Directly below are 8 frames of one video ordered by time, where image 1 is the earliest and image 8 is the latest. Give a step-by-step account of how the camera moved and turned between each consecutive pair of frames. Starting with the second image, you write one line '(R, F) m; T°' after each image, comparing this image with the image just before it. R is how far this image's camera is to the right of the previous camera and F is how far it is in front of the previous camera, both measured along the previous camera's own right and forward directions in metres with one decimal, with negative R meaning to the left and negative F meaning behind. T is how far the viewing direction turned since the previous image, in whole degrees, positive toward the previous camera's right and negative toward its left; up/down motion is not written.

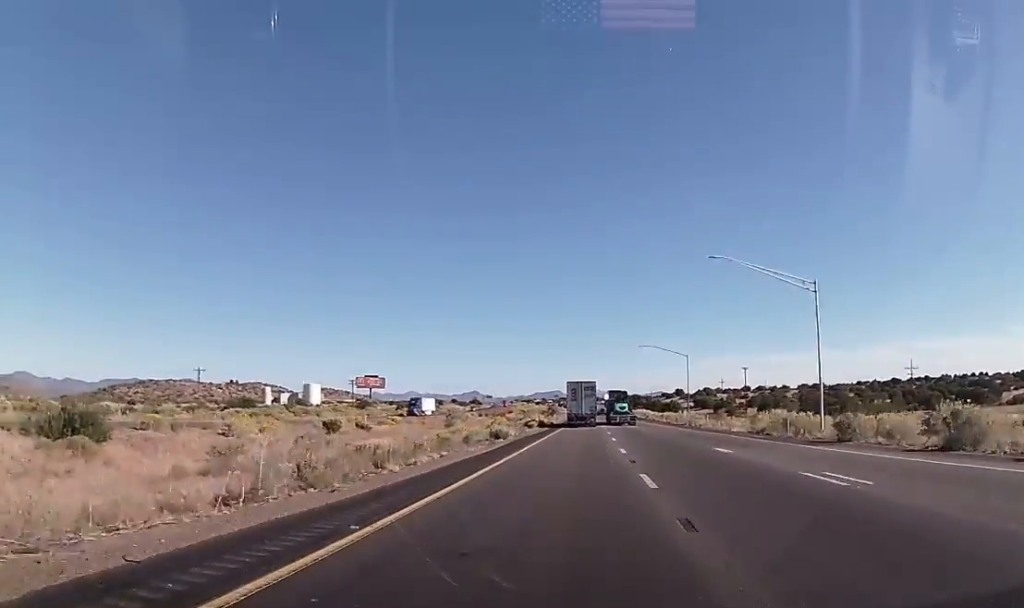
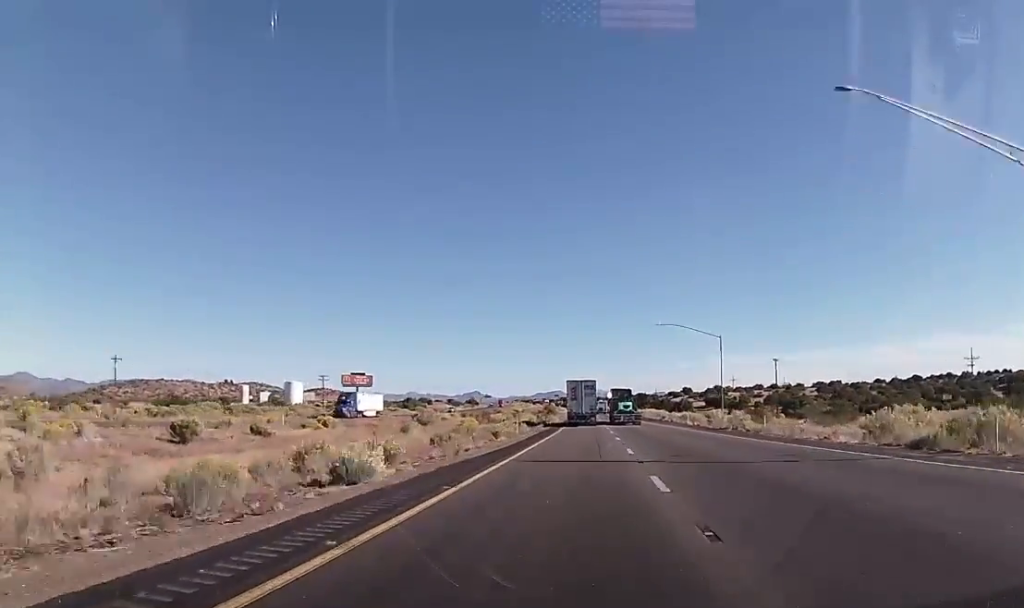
(-0.1, +25.2) m; 0°
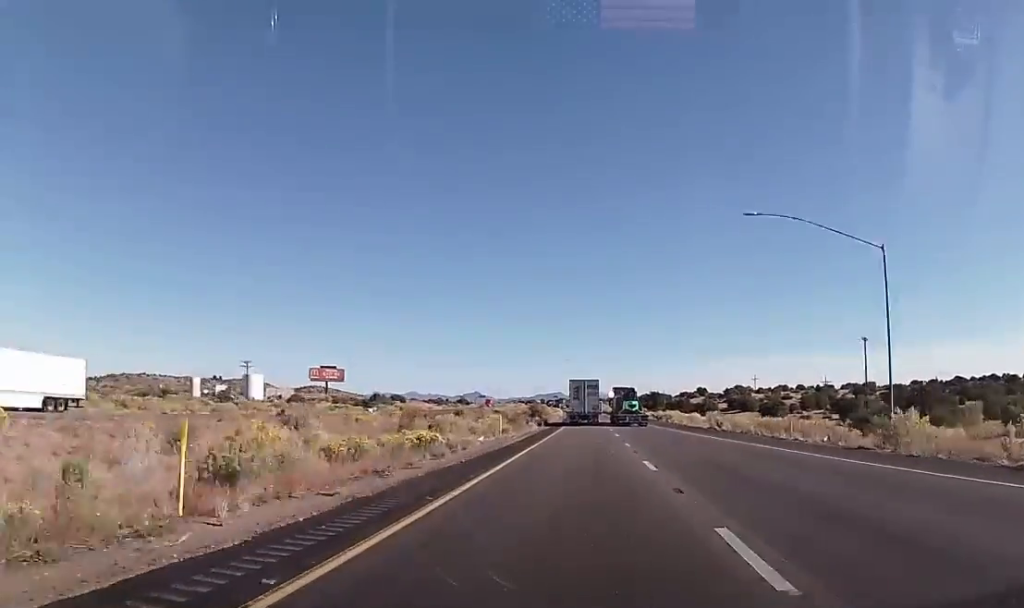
(+0.1, +44.0) m; 0°
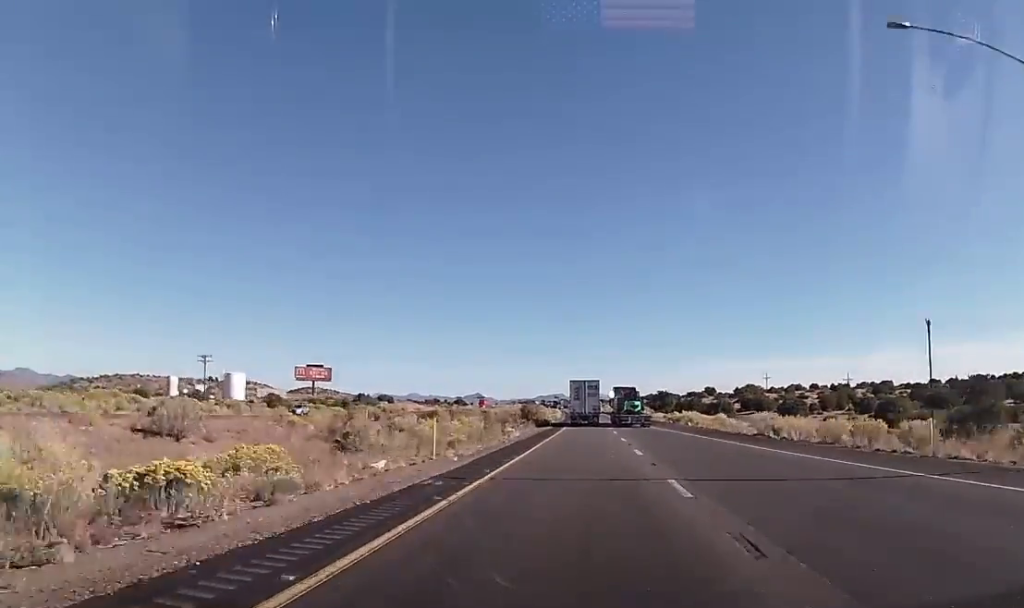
(0.0, +17.8) m; -1°
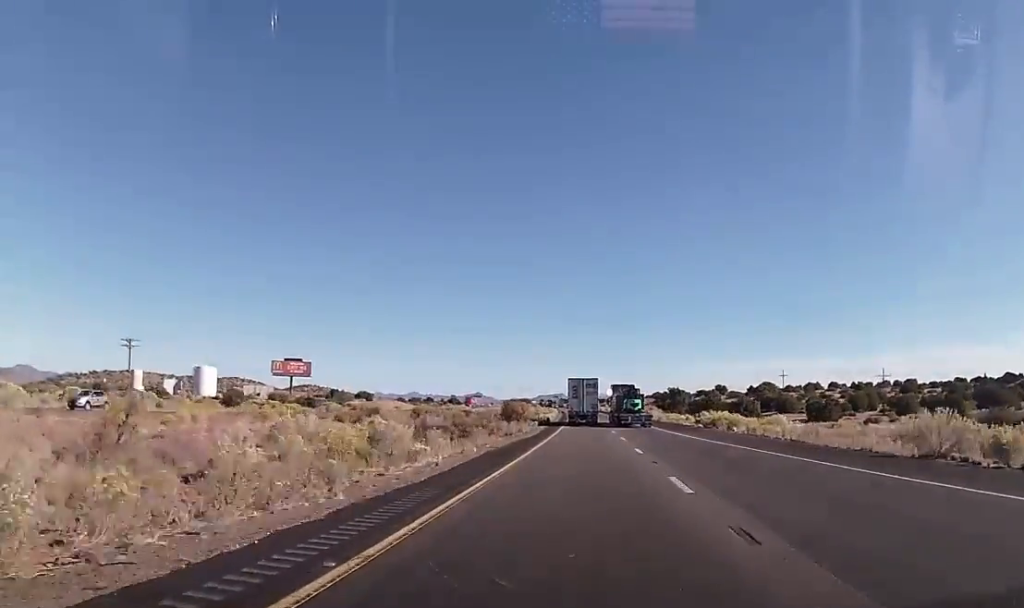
(-0.2, +23.8) m; -1°
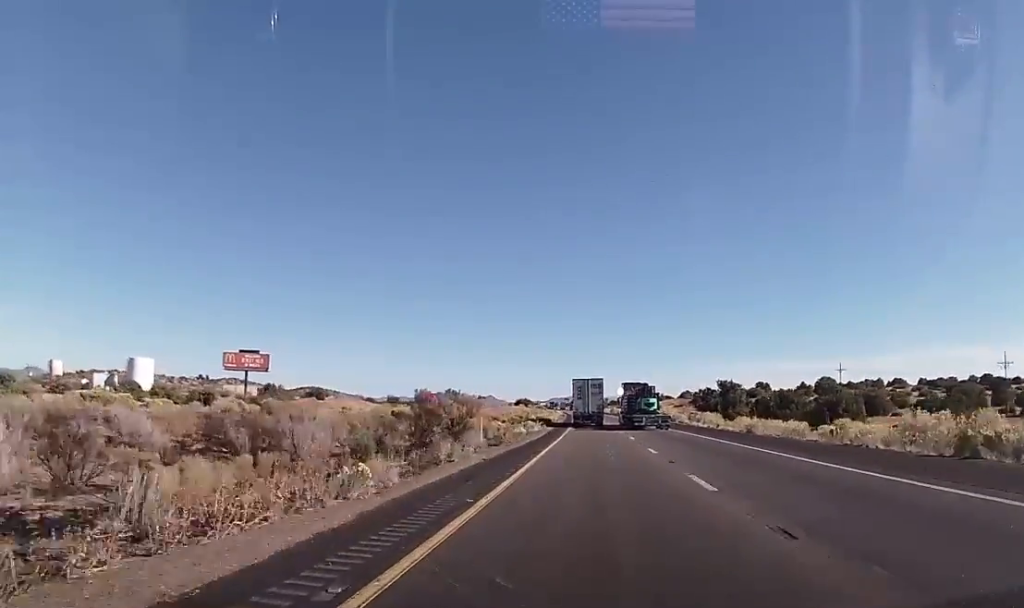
(+0.1, +48.8) m; +1°
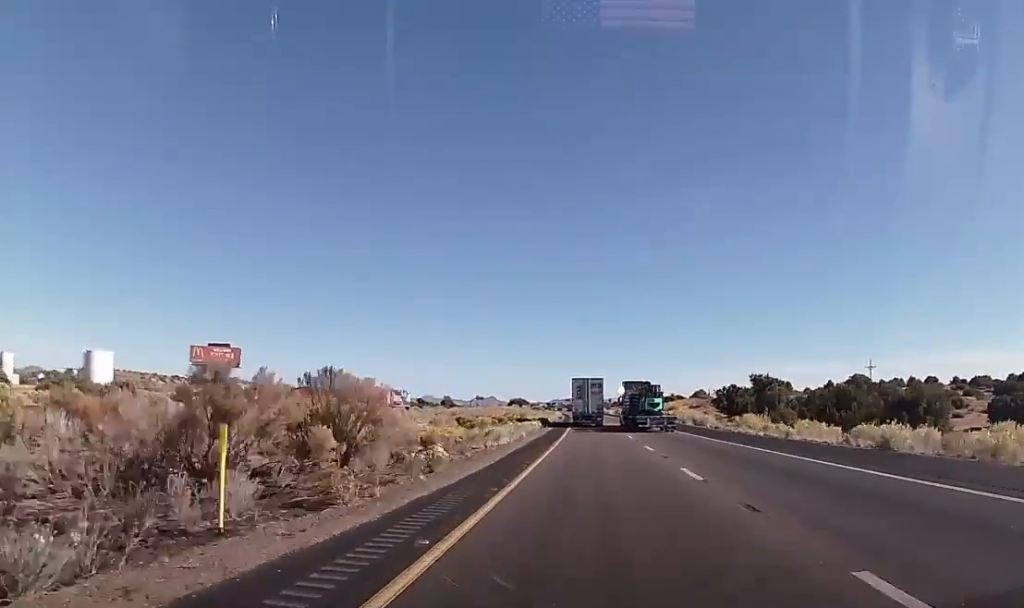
(0.0, +22.1) m; -1°
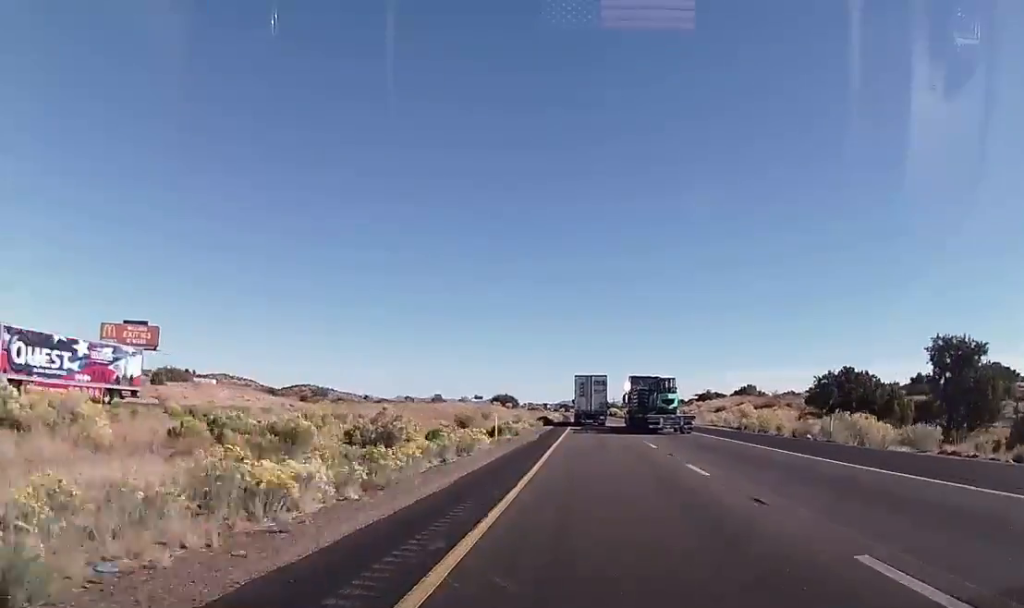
(-1.0, +48.4) m; -2°
